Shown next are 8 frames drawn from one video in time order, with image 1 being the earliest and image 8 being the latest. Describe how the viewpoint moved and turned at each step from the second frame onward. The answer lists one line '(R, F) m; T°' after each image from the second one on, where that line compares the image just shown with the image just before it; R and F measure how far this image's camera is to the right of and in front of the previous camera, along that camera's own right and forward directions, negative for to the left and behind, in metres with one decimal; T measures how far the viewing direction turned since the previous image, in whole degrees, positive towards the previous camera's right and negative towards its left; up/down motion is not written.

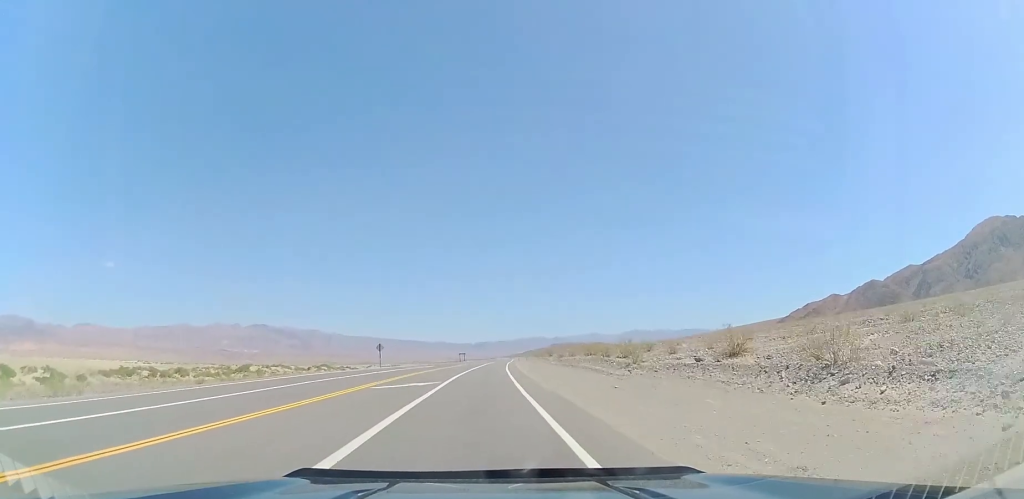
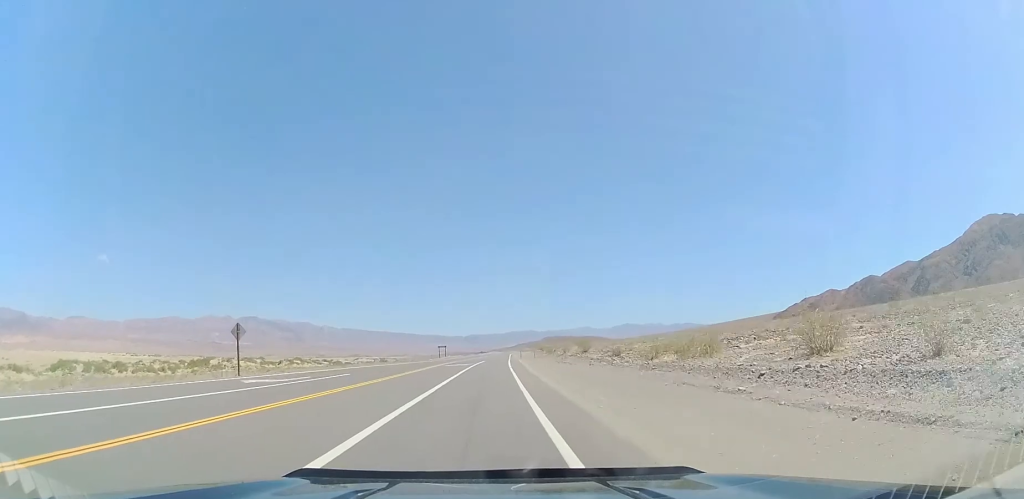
(-0.2, +45.1) m; 0°
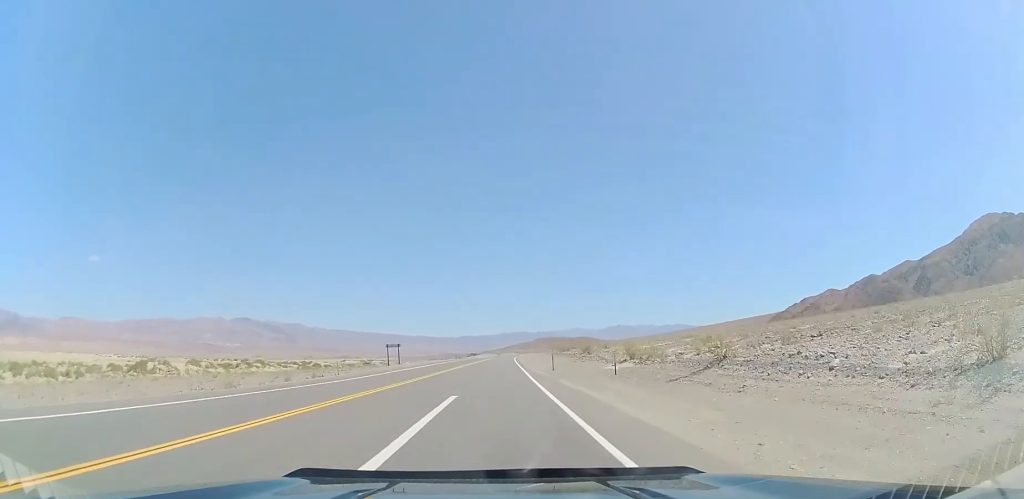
(+1.5, +59.2) m; +2°
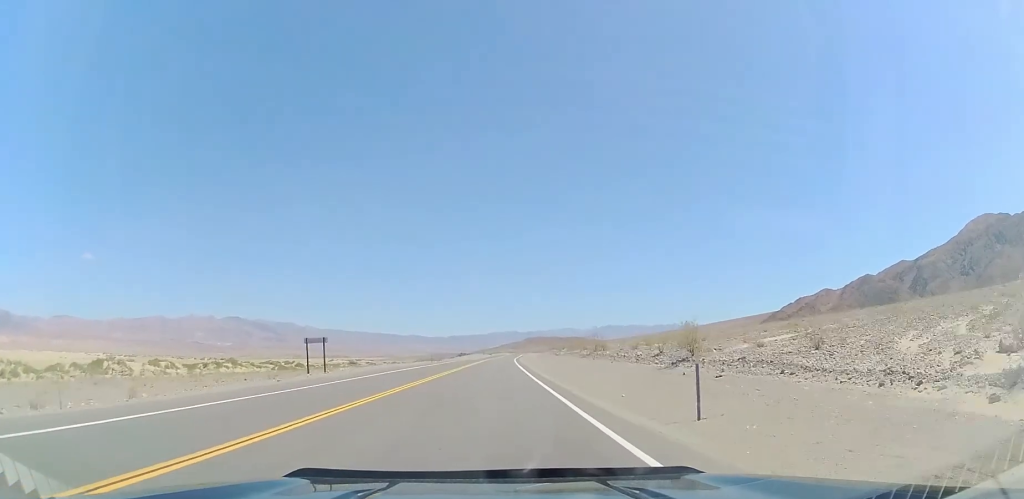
(0.0, +30.0) m; 0°
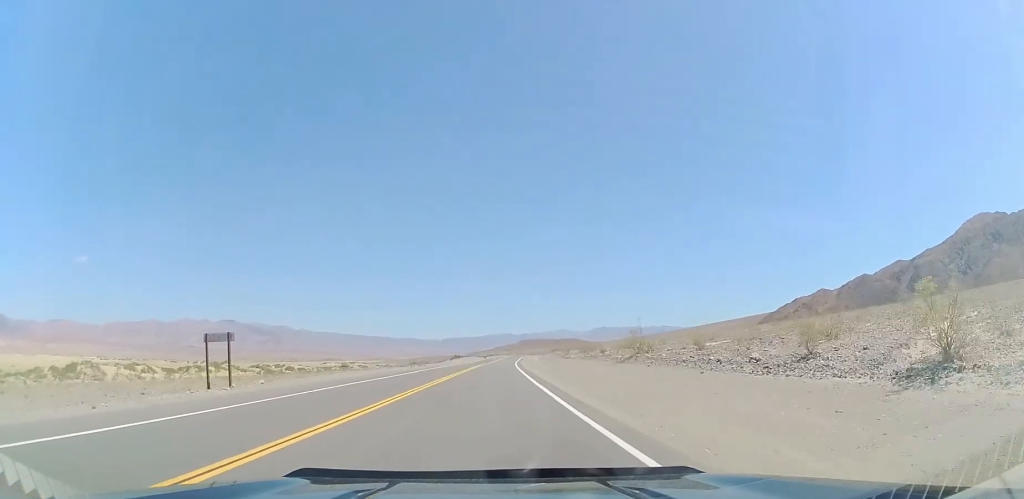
(-0.2, +15.9) m; 0°
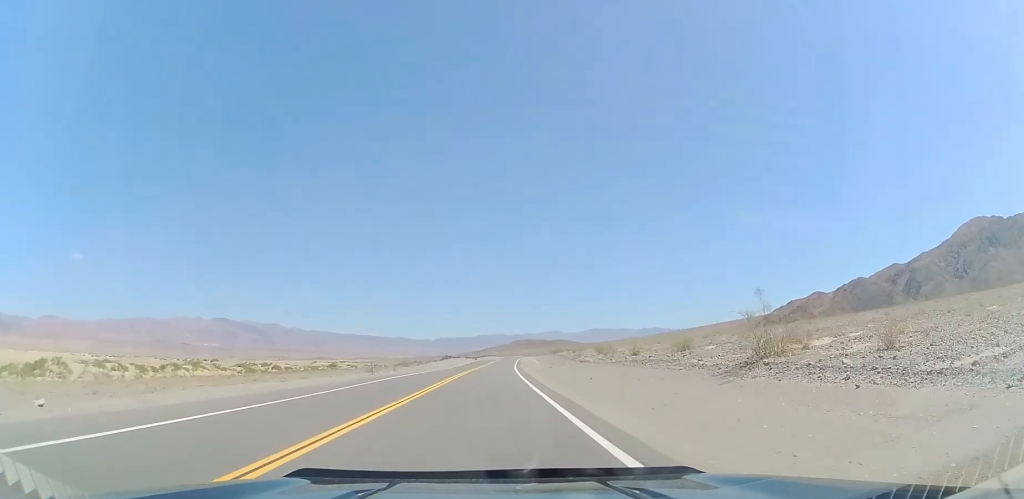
(+0.3, +16.7) m; +2°
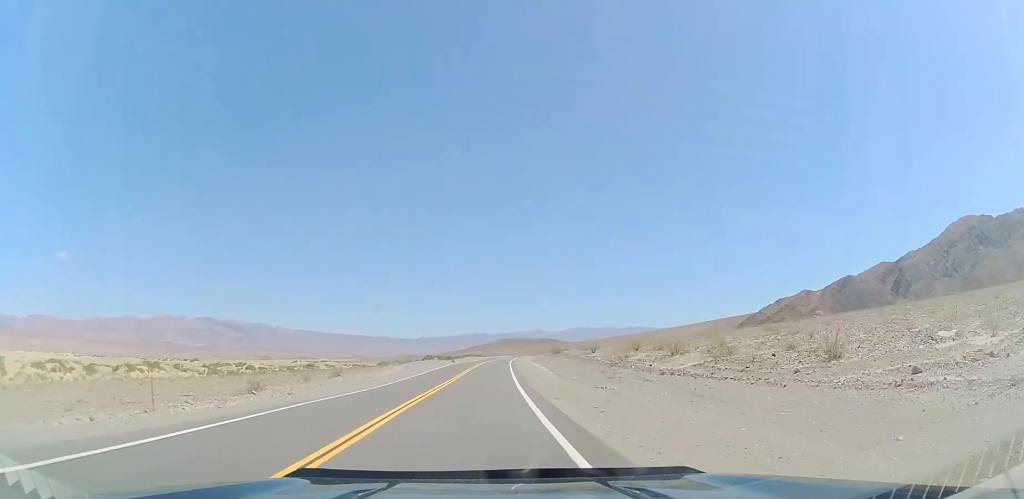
(+0.6, +29.0) m; +2°
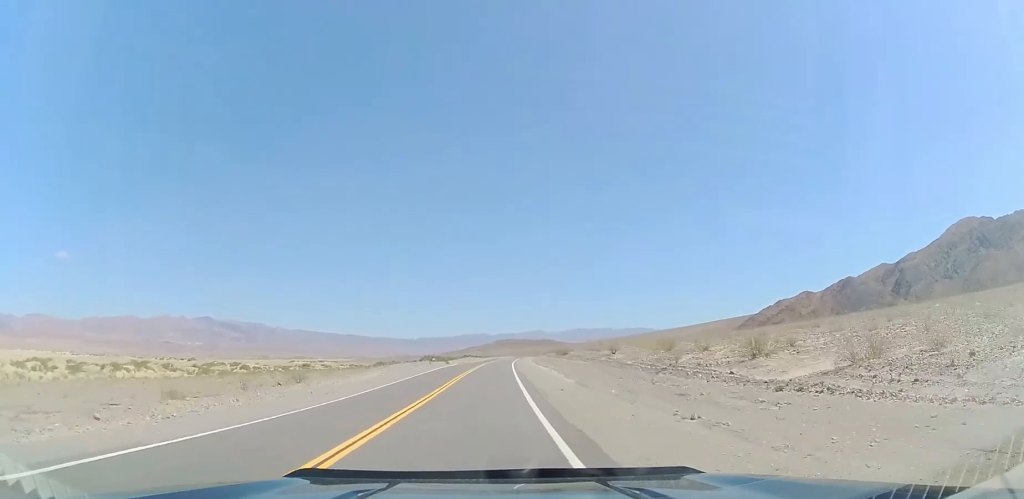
(+0.1, +10.5) m; 0°
